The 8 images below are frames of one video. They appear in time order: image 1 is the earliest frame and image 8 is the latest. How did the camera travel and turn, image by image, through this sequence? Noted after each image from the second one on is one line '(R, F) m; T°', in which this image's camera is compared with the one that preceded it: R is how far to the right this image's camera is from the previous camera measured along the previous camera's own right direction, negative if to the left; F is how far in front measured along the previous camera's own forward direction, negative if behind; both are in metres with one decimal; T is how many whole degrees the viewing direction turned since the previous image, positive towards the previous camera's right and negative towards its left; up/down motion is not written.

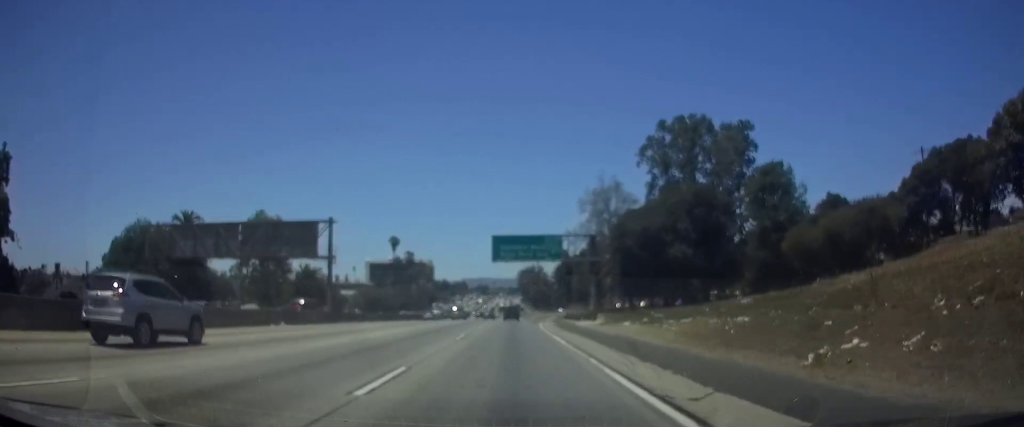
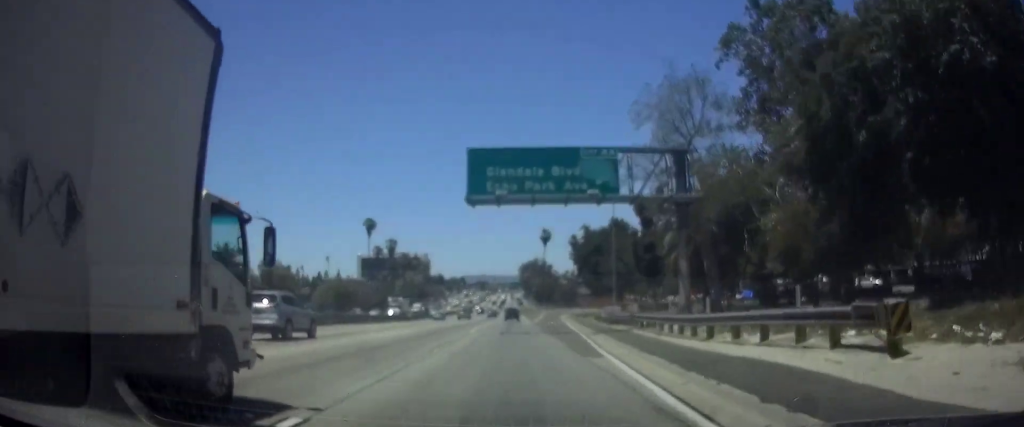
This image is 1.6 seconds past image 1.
(+0.1, +35.2) m; 0°
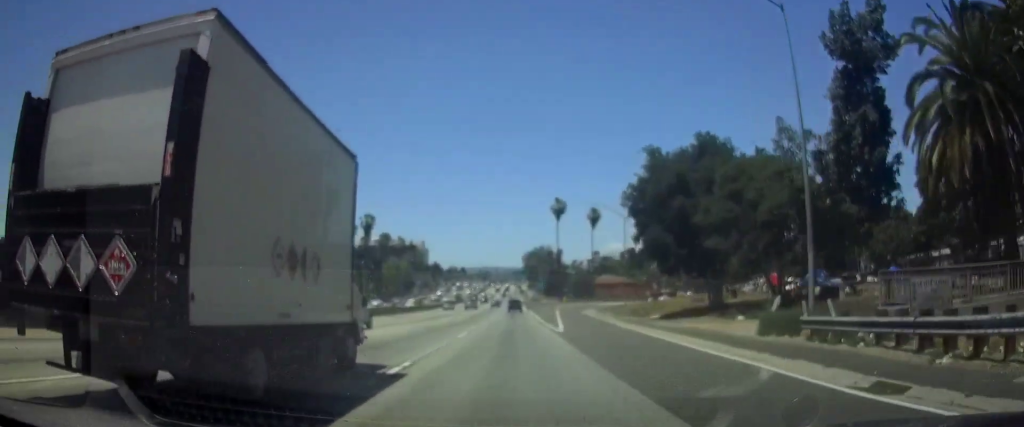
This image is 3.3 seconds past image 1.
(-0.1, +37.5) m; 0°
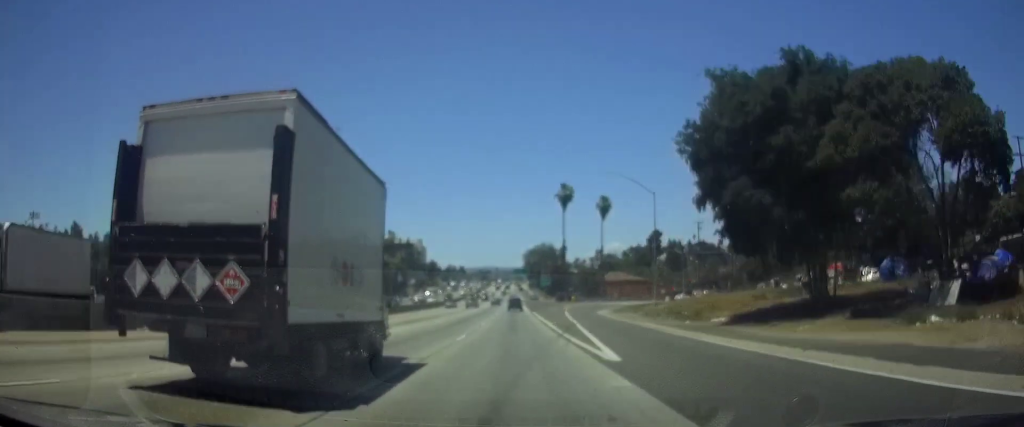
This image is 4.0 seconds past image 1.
(-0.1, +15.7) m; 0°
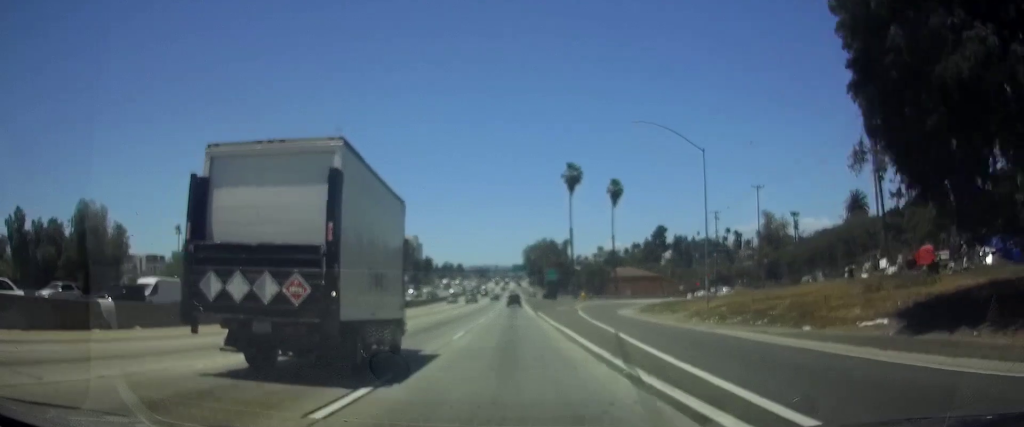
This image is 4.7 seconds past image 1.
(+0.1, +15.7) m; 0°
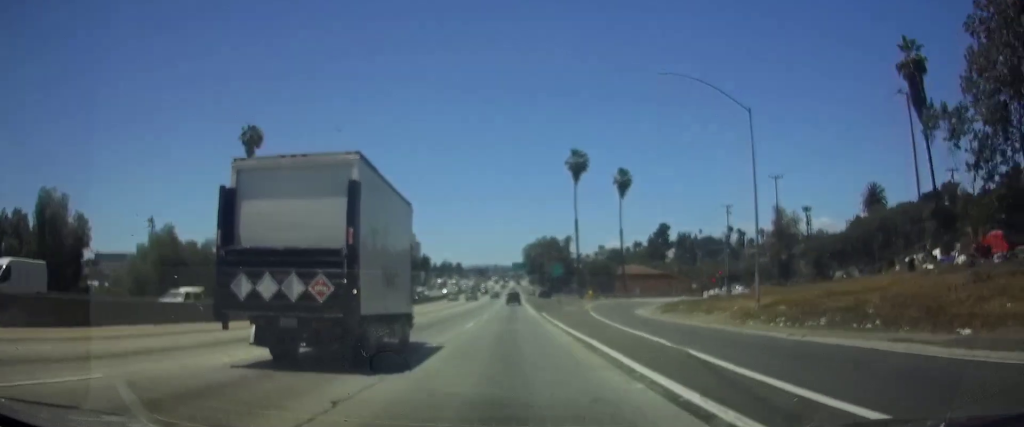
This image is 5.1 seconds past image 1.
(+0.1, +9.0) m; 0°
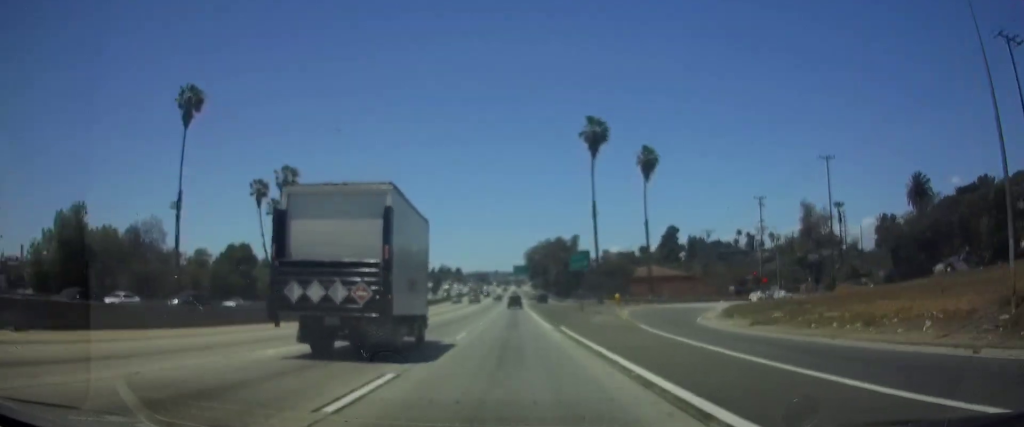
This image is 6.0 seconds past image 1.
(-0.1, +19.5) m; 0°
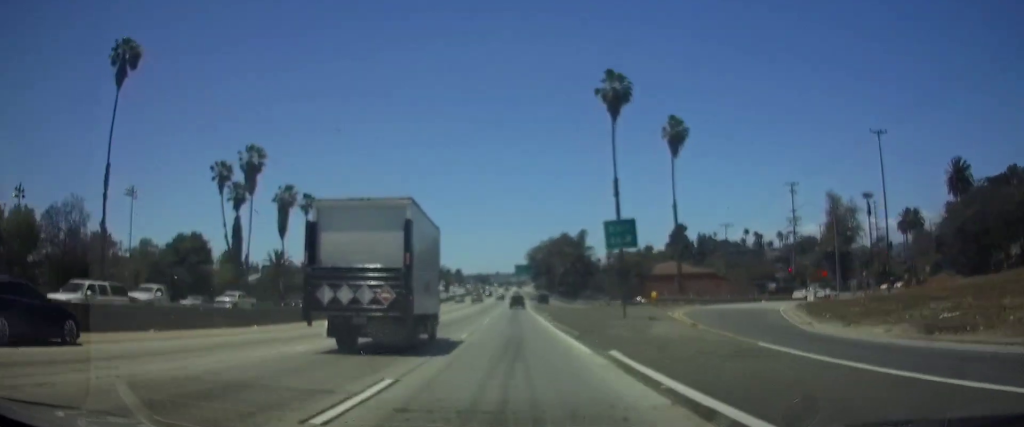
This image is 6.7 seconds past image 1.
(0.0, +14.9) m; 0°
